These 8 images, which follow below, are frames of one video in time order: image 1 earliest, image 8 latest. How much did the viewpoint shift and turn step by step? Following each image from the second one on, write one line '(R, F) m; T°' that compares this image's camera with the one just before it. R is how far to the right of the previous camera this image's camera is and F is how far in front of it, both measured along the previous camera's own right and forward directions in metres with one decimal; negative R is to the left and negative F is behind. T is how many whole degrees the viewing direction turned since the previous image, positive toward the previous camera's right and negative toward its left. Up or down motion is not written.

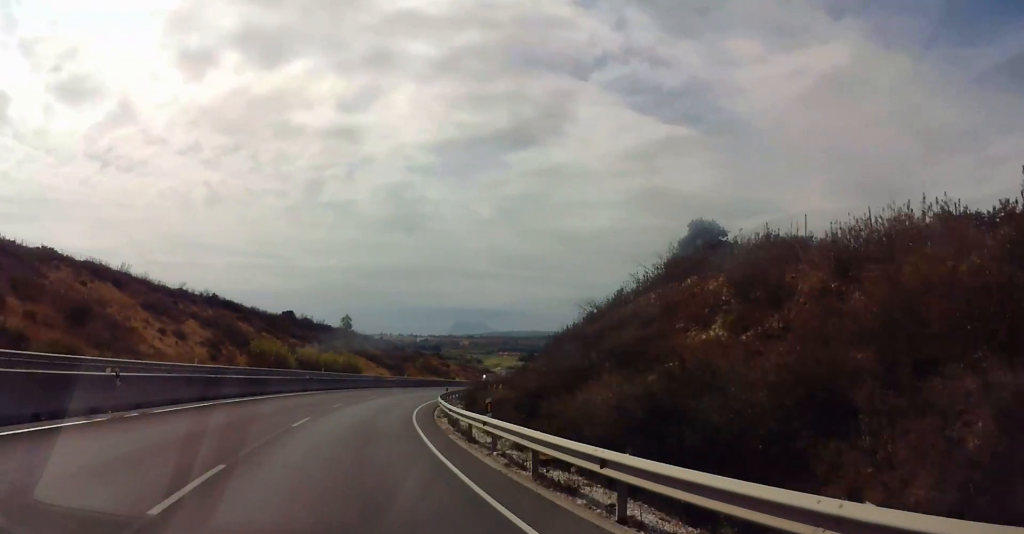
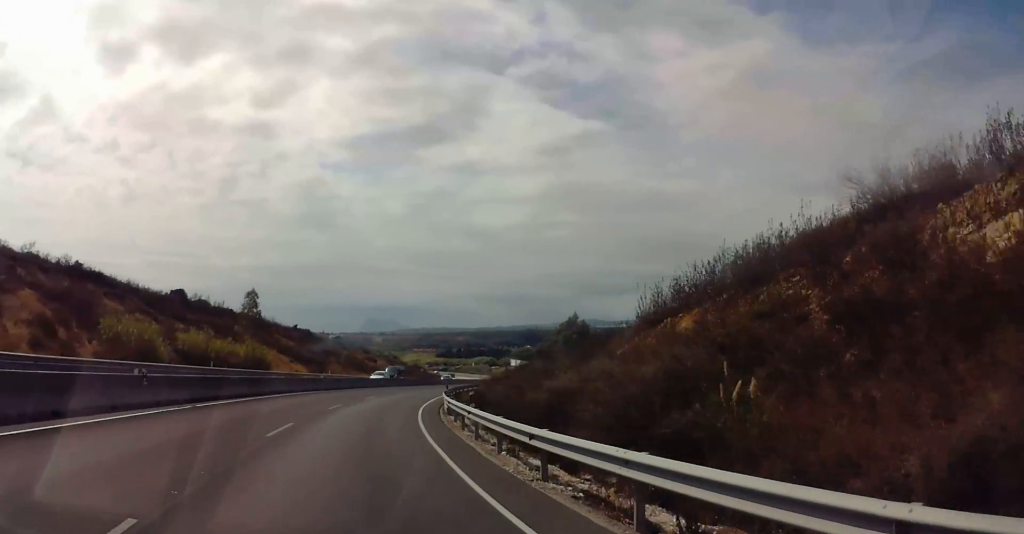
(+0.8, +27.1) m; +10°
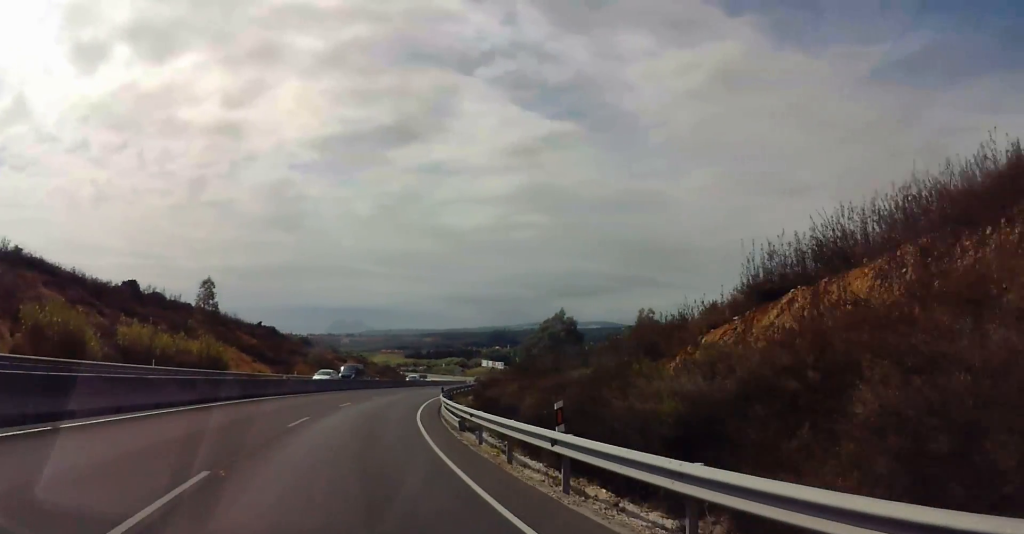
(+1.3, +9.5) m; +4°
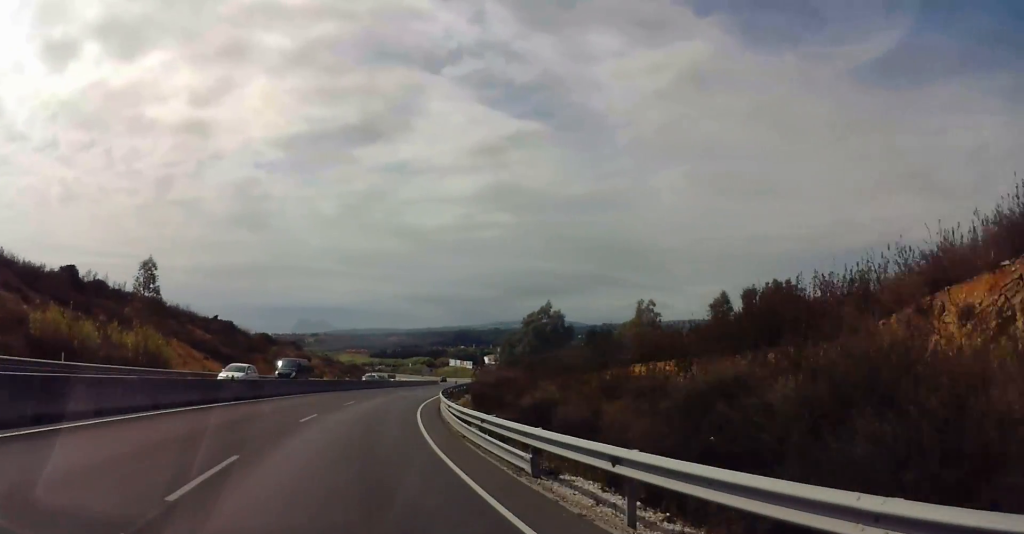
(+0.7, +11.2) m; +3°
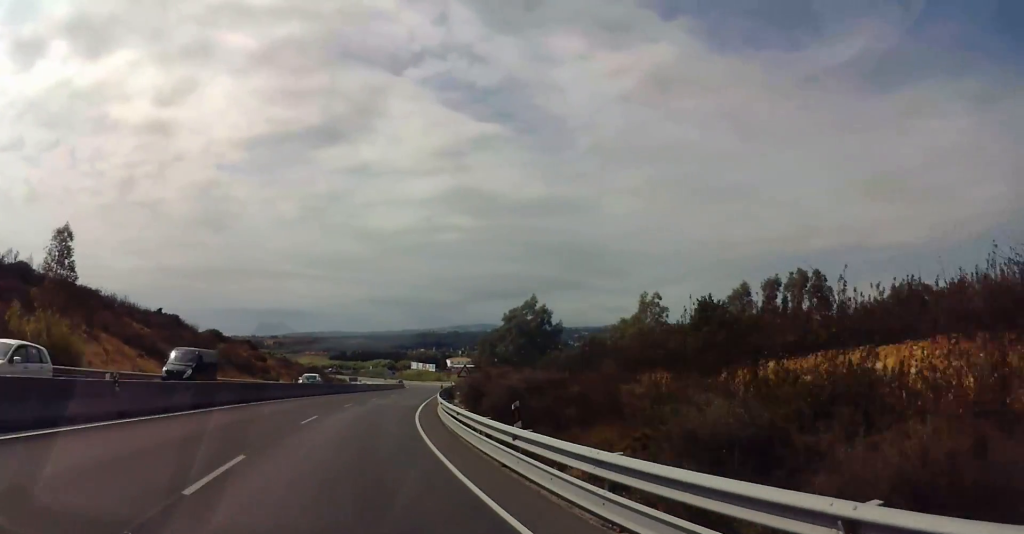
(0.0, +12.0) m; 0°
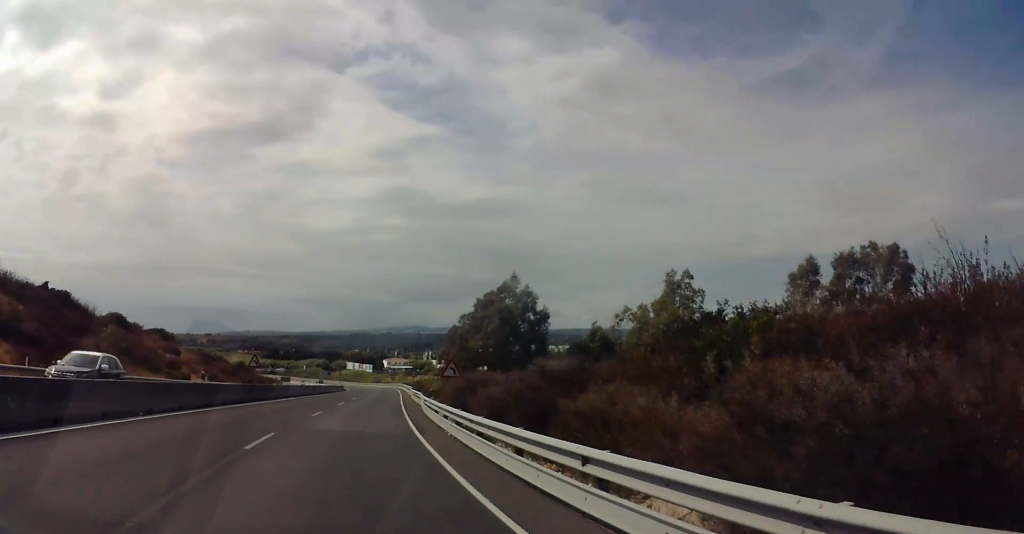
(+0.1, +19.4) m; +3°
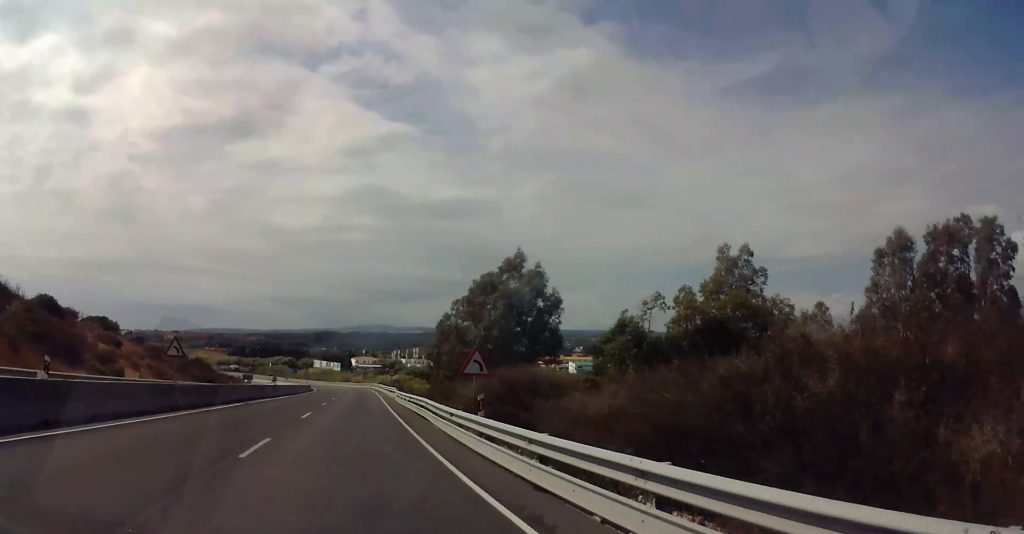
(+0.5, +14.5) m; +3°
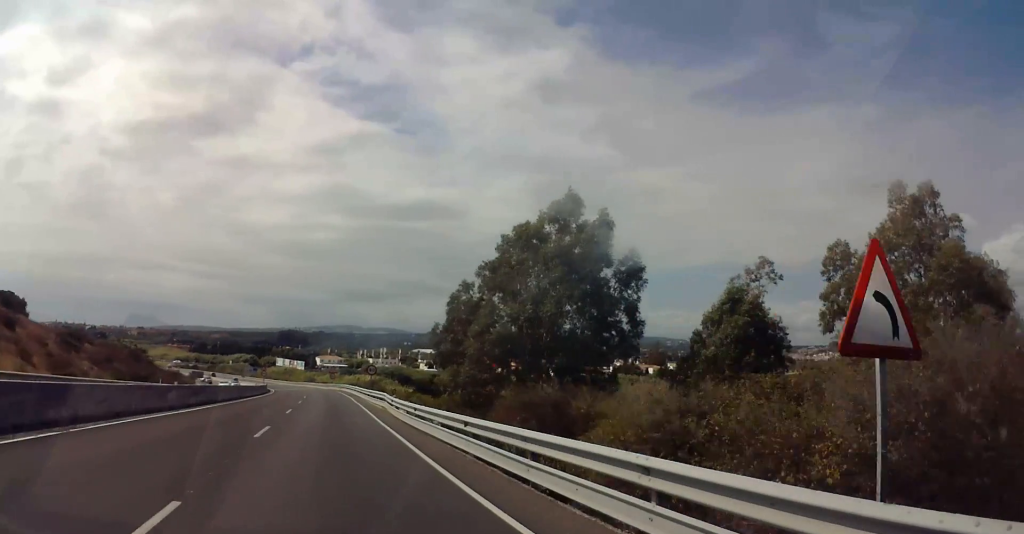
(+0.7, +19.4) m; +2°
